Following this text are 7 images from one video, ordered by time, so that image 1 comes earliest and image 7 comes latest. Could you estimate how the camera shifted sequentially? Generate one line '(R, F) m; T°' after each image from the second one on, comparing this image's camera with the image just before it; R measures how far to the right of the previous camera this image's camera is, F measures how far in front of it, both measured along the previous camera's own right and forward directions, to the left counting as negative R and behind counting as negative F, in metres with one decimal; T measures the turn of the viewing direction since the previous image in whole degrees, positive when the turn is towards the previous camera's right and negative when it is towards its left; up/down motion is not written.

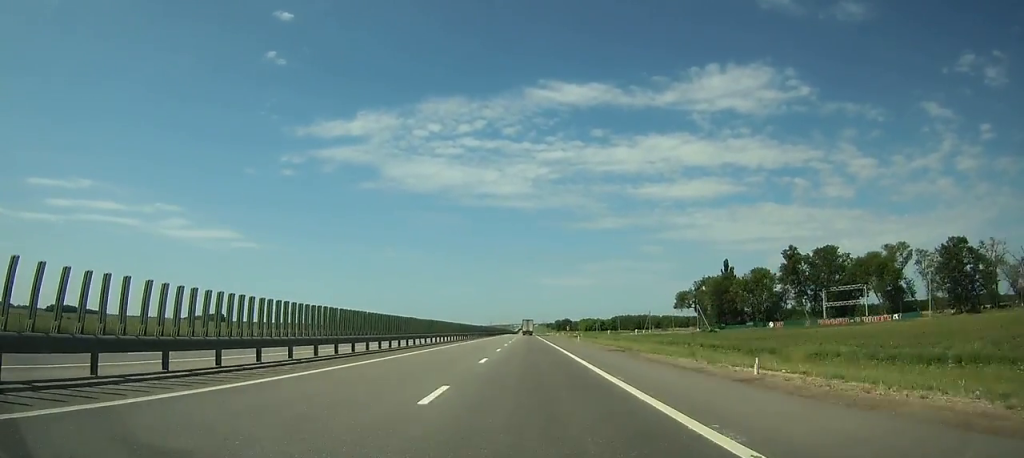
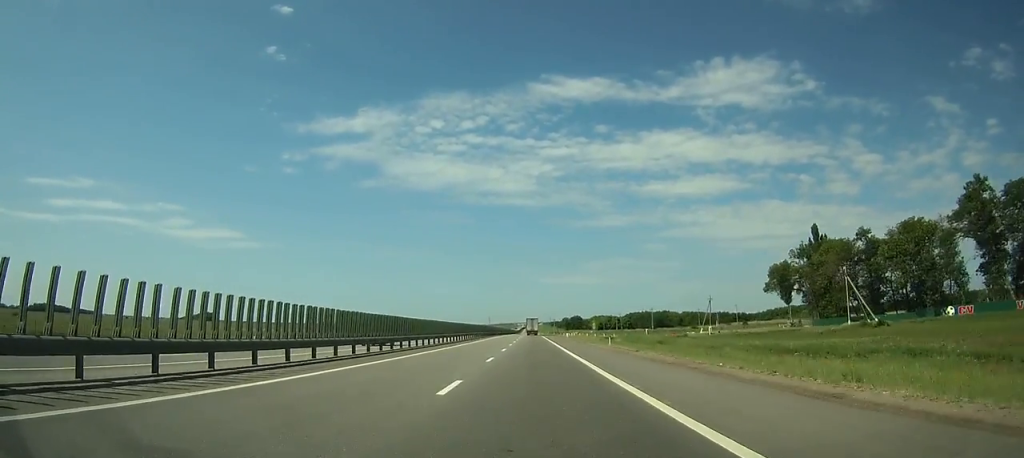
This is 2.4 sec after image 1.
(0.0, +71.8) m; 0°
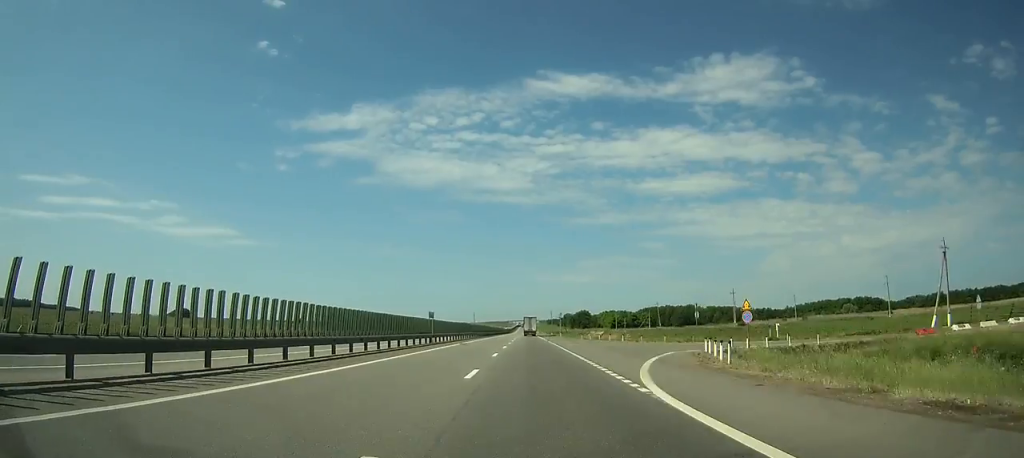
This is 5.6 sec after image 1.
(0.0, +95.5) m; 0°
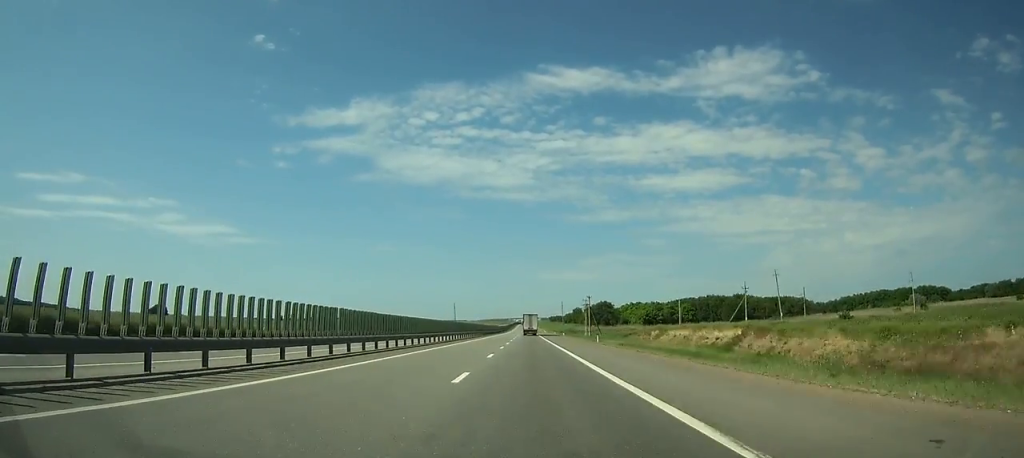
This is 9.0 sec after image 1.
(0.0, +98.4) m; 0°
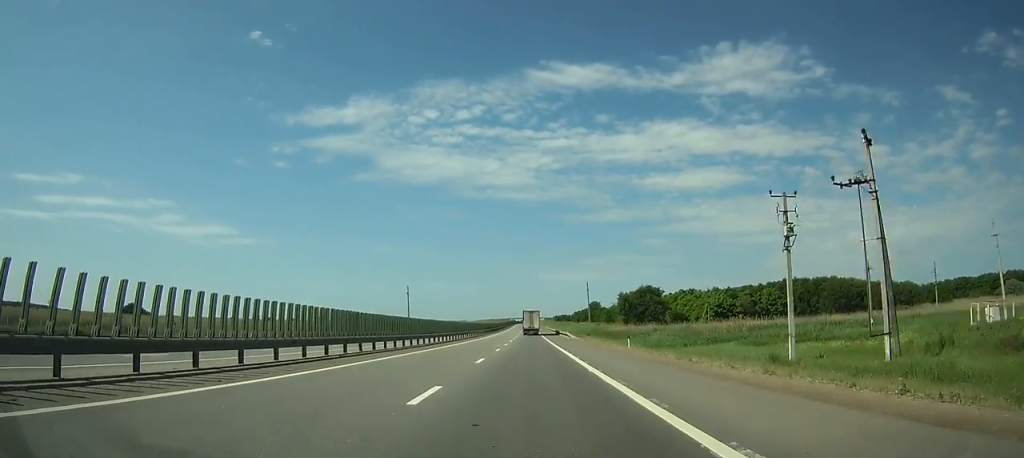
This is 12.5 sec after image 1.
(-0.2, +97.1) m; 0°
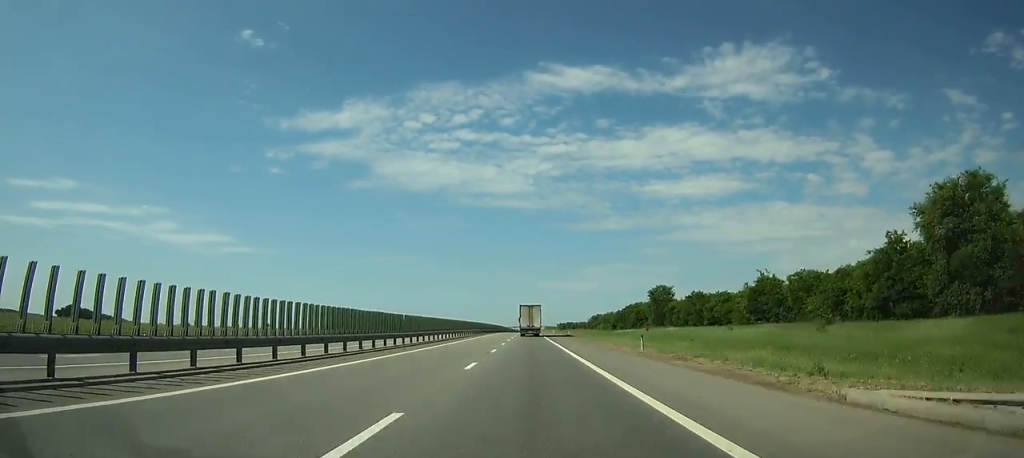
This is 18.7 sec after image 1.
(-0.5, +170.7) m; 0°
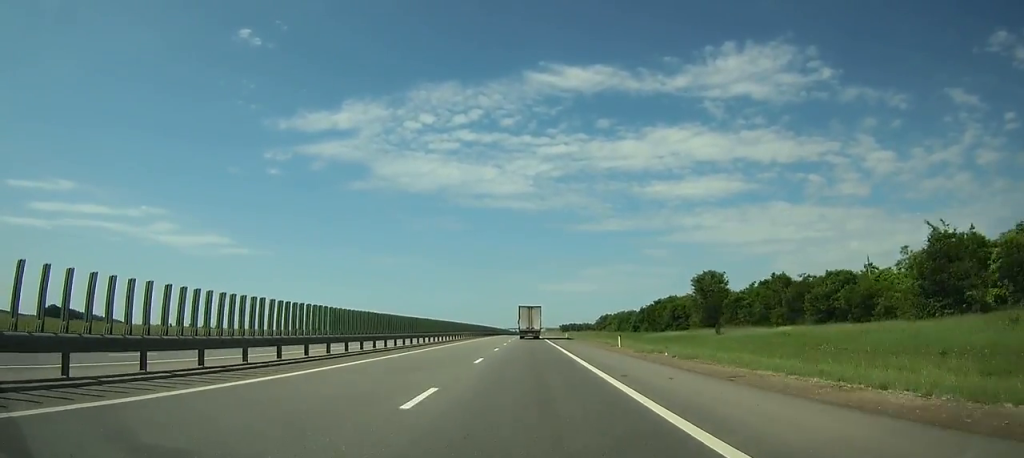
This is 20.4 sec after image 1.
(+0.1, +46.0) m; 0°
